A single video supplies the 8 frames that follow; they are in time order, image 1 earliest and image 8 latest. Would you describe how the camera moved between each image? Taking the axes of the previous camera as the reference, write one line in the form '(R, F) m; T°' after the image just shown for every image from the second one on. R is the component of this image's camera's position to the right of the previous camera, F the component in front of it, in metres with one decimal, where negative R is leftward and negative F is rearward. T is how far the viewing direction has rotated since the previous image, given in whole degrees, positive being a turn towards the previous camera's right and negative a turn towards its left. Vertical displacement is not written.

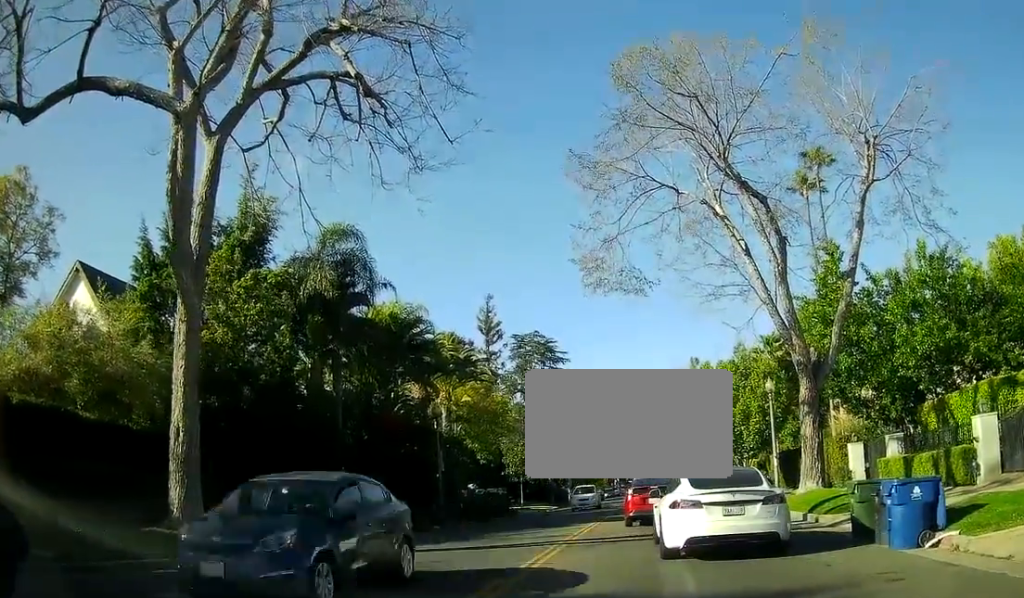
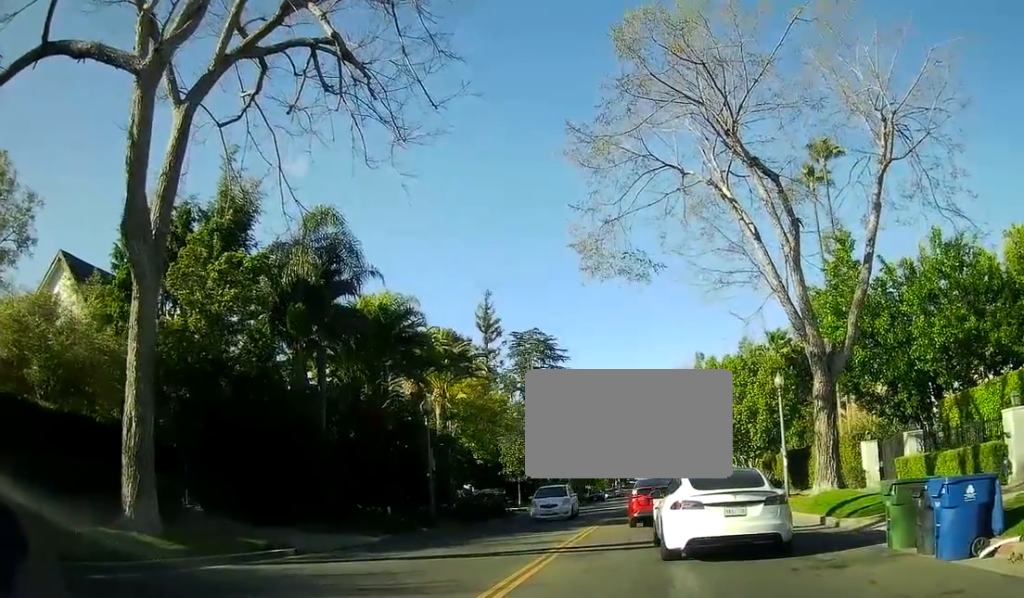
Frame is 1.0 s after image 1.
(0.0, +1.8) m; 0°
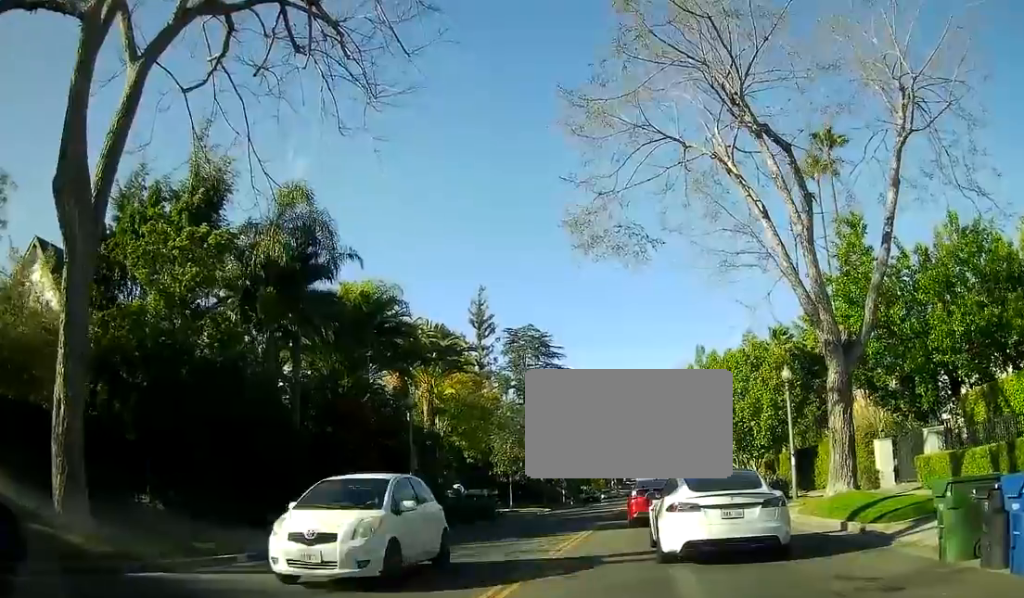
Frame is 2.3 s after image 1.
(0.0, +2.3) m; 0°
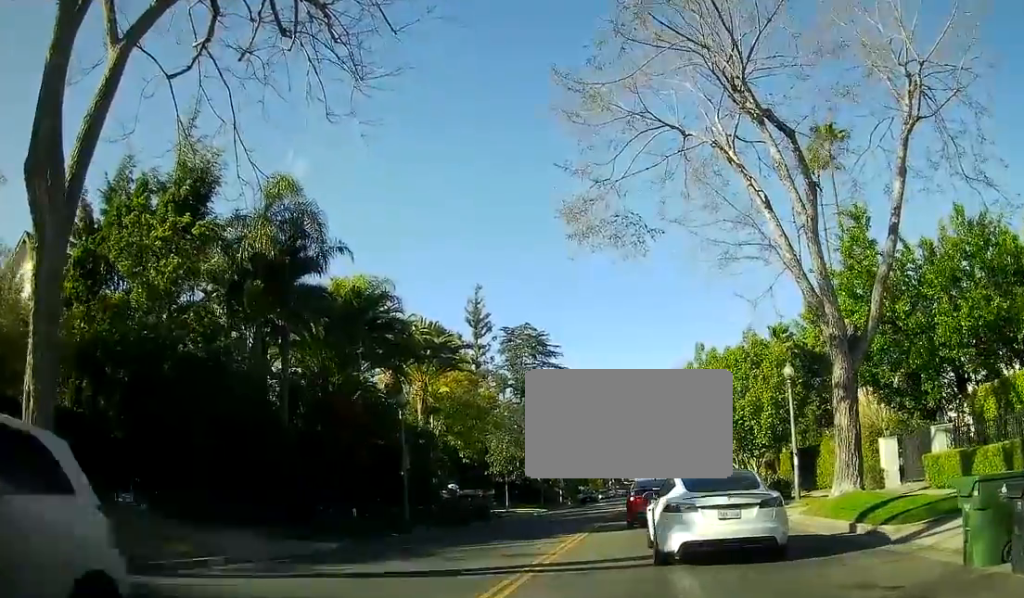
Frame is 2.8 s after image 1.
(0.0, +0.8) m; 0°
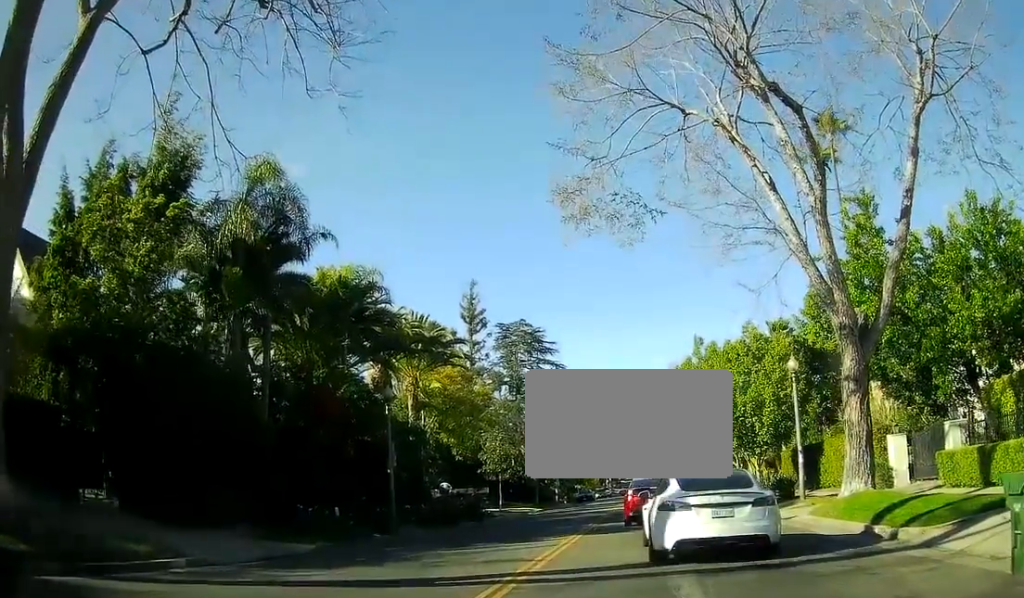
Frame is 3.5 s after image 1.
(0.0, +1.3) m; 0°
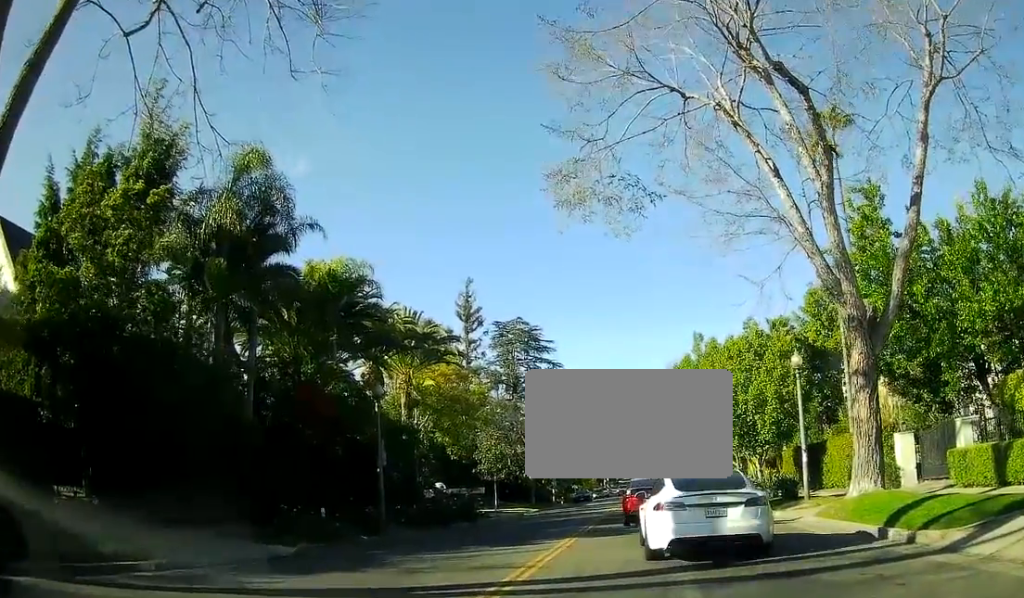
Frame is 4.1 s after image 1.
(0.0, +1.0) m; 0°
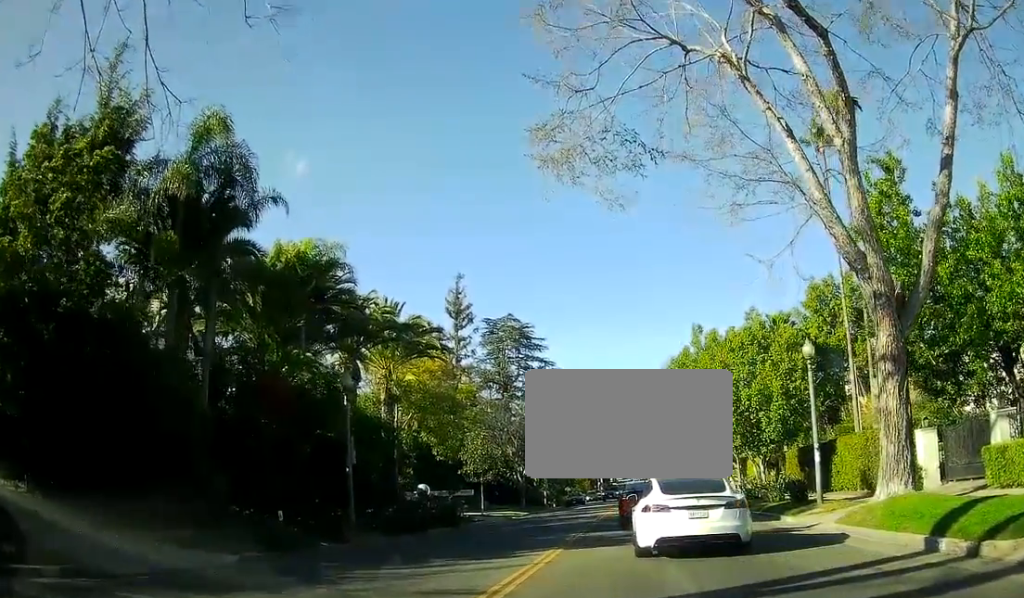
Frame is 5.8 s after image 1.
(0.0, +2.8) m; 0°
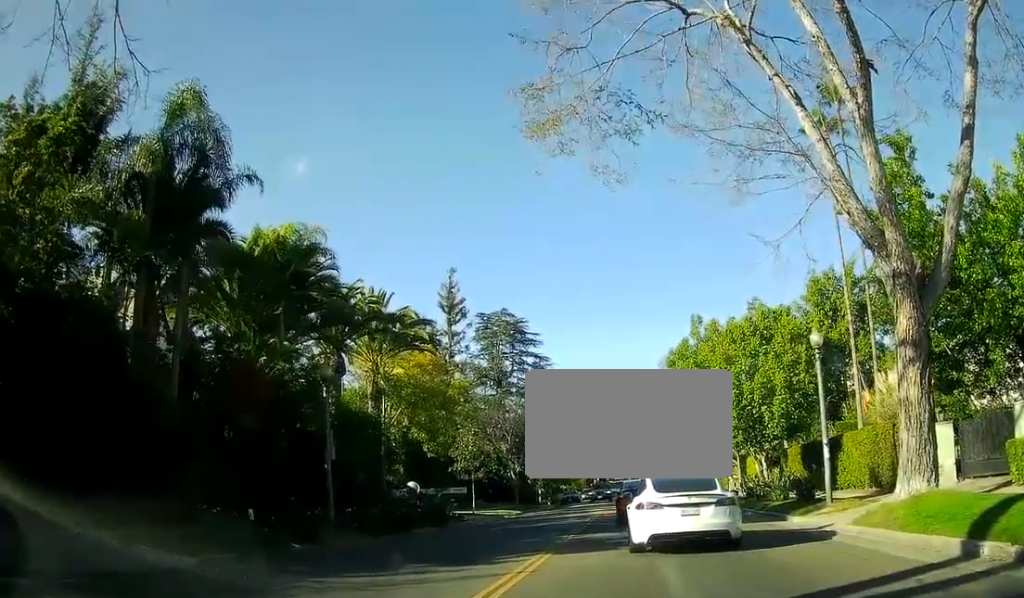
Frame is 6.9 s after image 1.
(0.0, +1.5) m; 0°
